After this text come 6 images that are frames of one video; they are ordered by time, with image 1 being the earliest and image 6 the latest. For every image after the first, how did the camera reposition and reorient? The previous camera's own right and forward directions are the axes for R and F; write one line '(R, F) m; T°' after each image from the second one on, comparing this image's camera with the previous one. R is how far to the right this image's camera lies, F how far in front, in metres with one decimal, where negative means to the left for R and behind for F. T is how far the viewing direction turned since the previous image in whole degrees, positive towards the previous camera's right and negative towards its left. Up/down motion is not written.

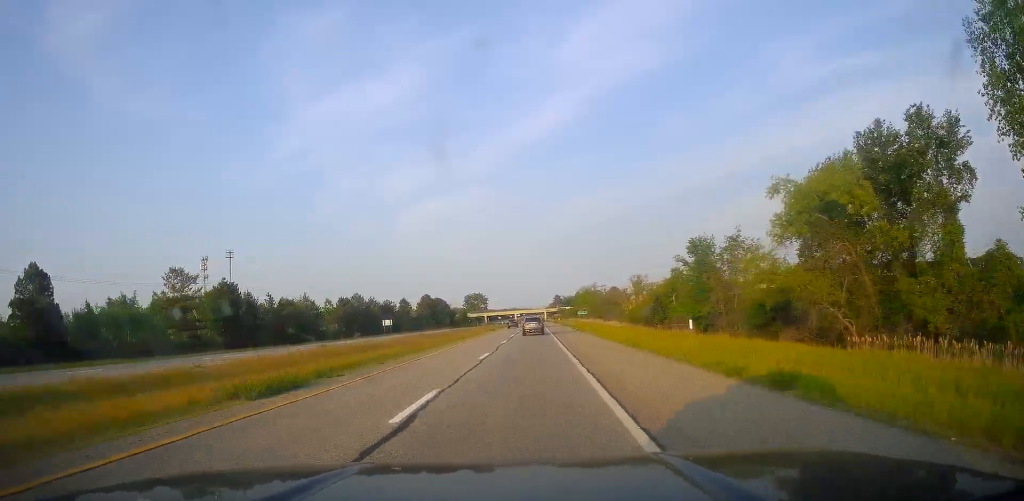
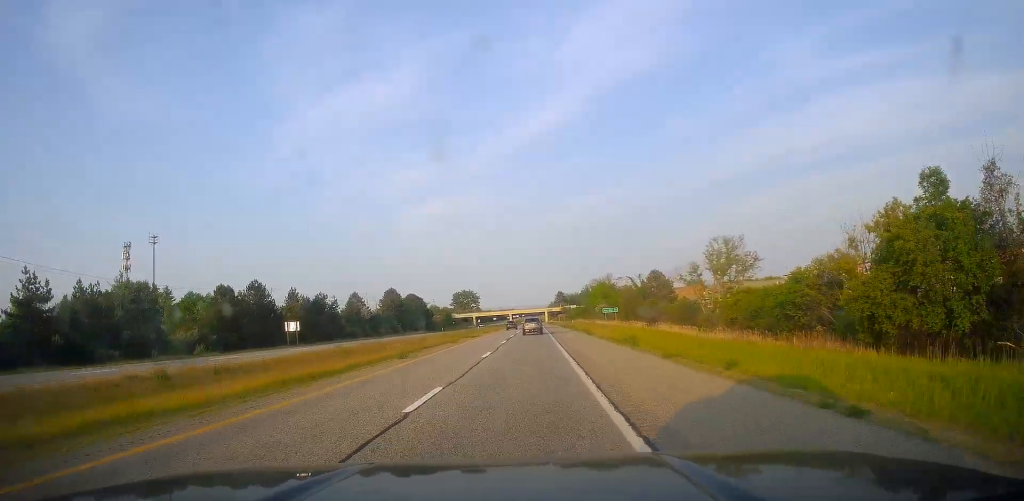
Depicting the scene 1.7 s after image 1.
(-0.2, +59.9) m; 0°
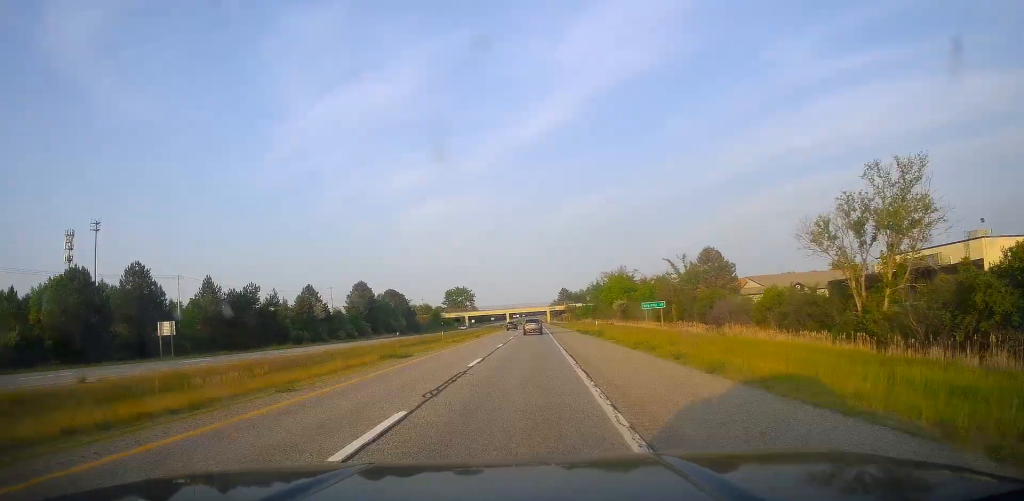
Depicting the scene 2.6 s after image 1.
(+0.2, +34.7) m; 0°
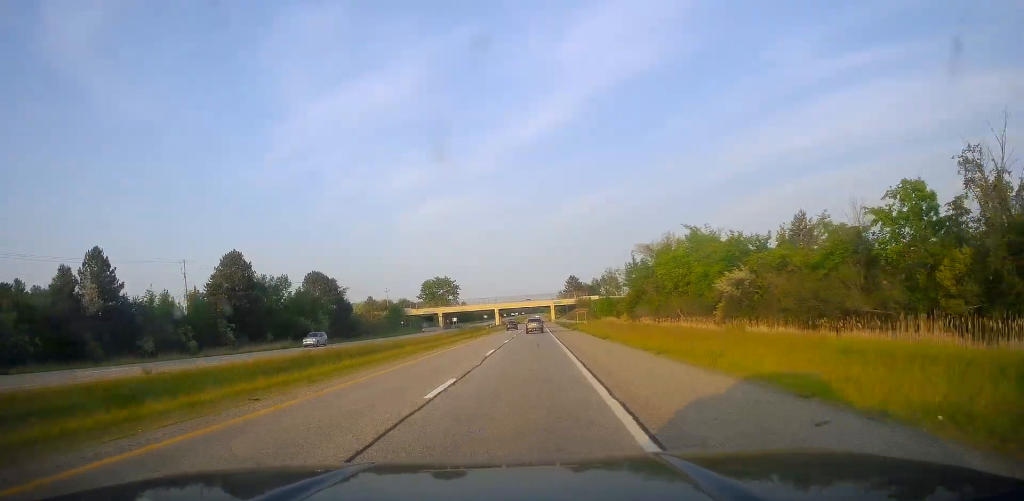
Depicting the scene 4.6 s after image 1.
(-0.8, +70.6) m; 0°
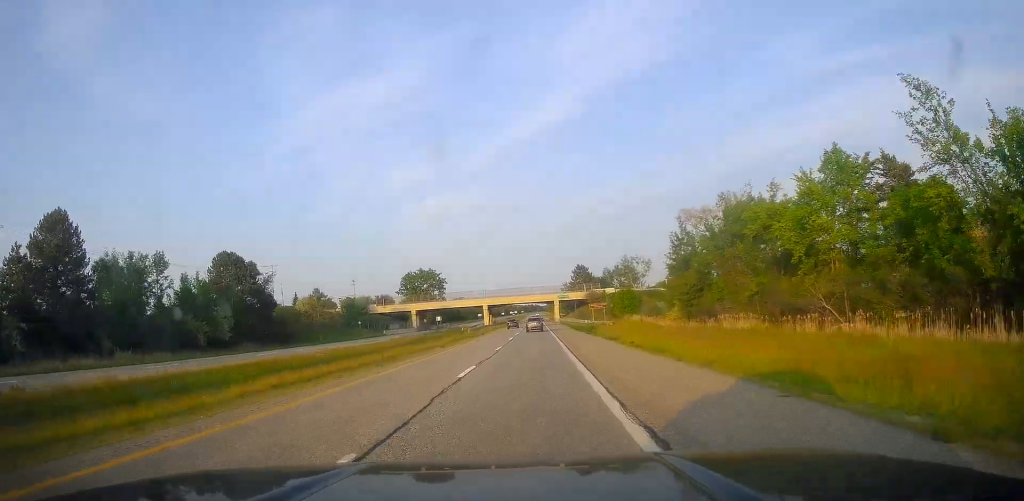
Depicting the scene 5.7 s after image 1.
(+0.3, +40.8) m; +1°
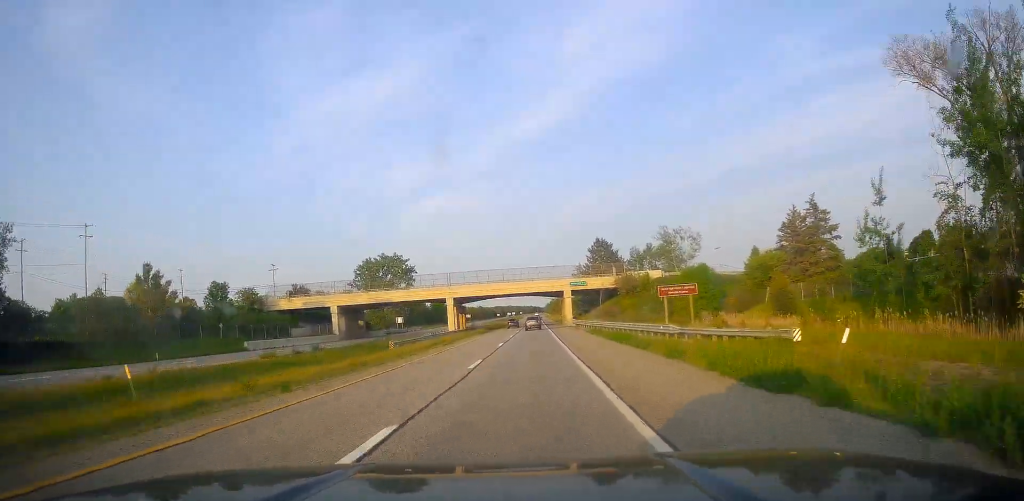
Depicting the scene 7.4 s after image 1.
(-0.2, +58.6) m; 0°
